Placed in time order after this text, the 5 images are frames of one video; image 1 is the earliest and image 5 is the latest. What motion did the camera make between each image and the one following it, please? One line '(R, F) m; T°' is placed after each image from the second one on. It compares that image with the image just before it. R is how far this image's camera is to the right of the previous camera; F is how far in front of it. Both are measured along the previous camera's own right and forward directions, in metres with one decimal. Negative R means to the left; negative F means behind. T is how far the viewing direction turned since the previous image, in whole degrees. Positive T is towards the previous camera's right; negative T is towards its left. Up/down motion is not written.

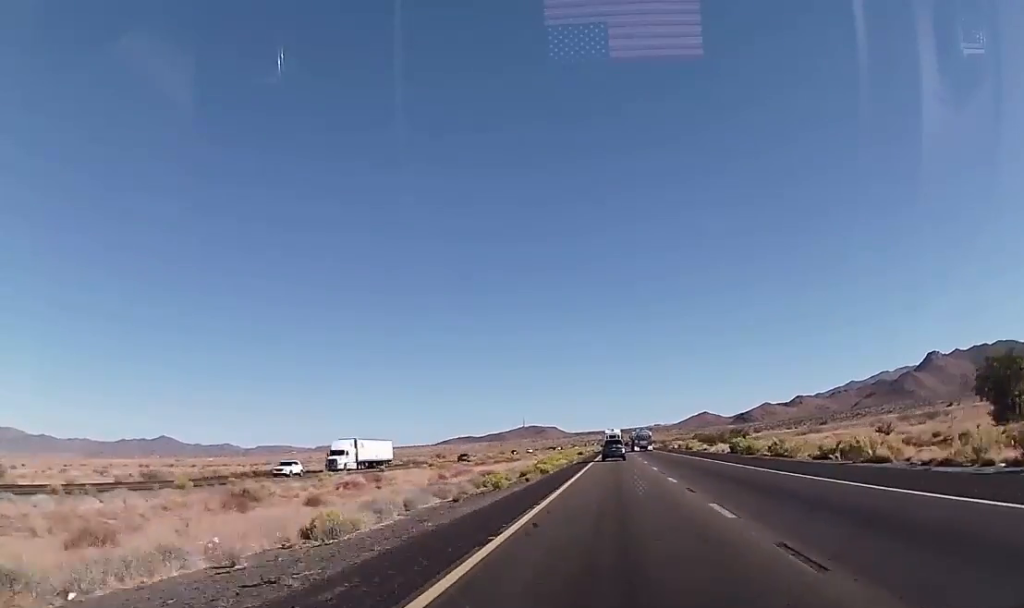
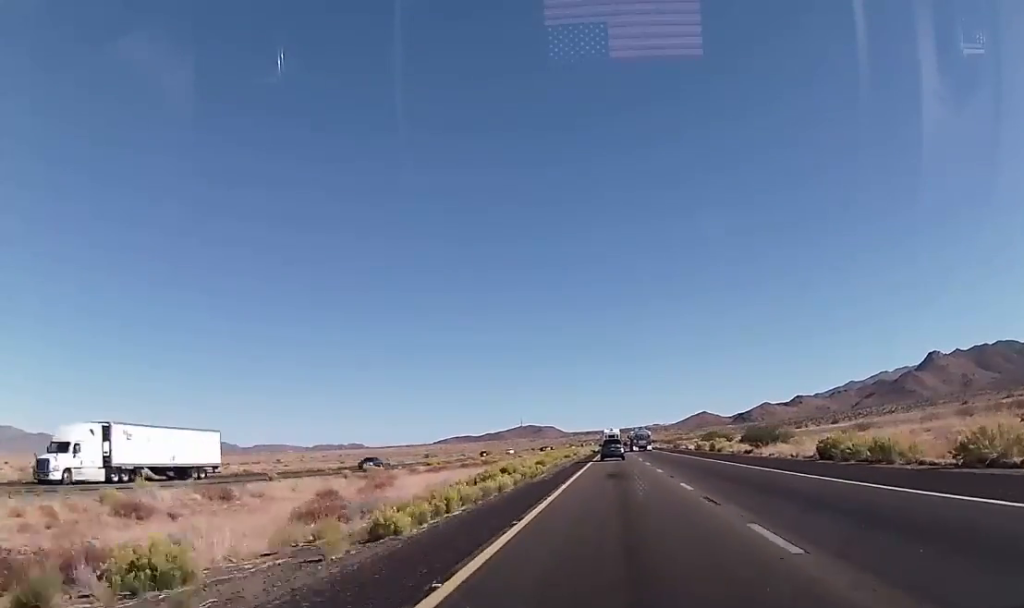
(-0.1, +28.9) m; 0°
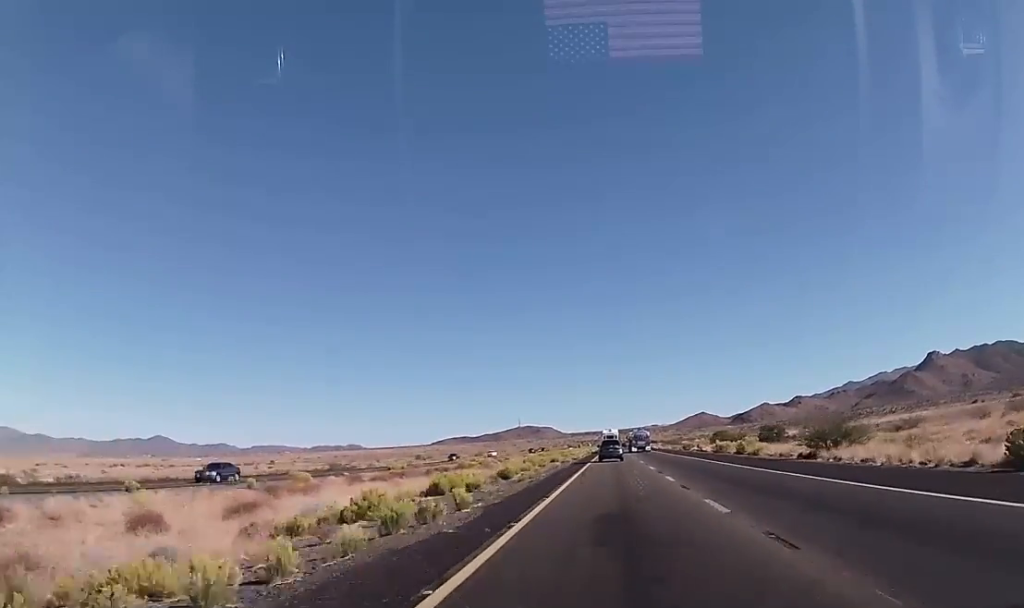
(-0.3, +18.9) m; 0°
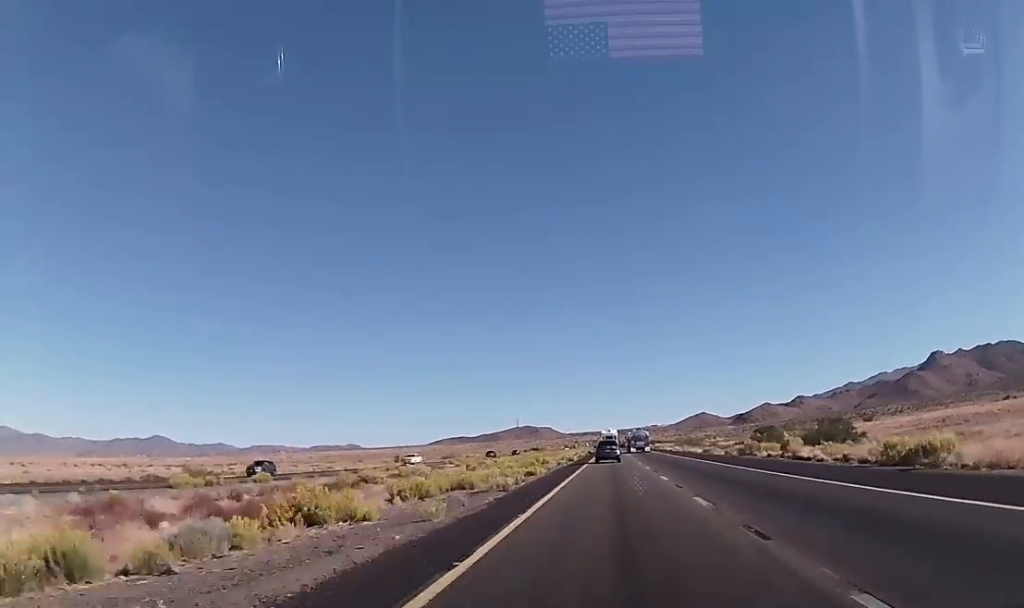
(+0.5, +47.9) m; +1°
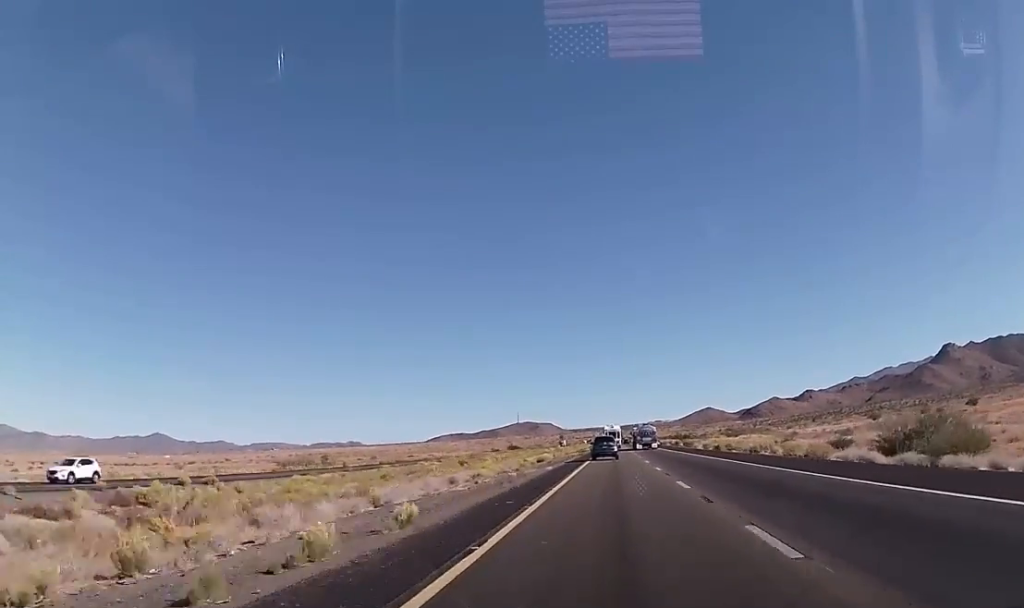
(-1.0, +117.9) m; -1°
